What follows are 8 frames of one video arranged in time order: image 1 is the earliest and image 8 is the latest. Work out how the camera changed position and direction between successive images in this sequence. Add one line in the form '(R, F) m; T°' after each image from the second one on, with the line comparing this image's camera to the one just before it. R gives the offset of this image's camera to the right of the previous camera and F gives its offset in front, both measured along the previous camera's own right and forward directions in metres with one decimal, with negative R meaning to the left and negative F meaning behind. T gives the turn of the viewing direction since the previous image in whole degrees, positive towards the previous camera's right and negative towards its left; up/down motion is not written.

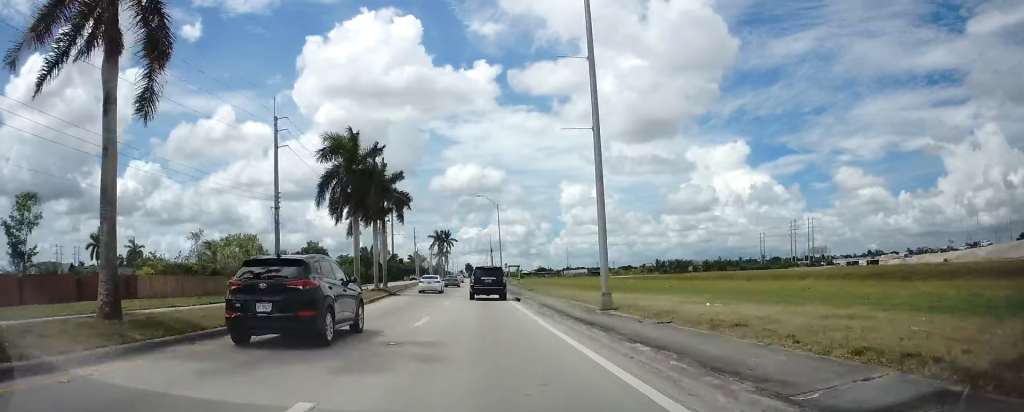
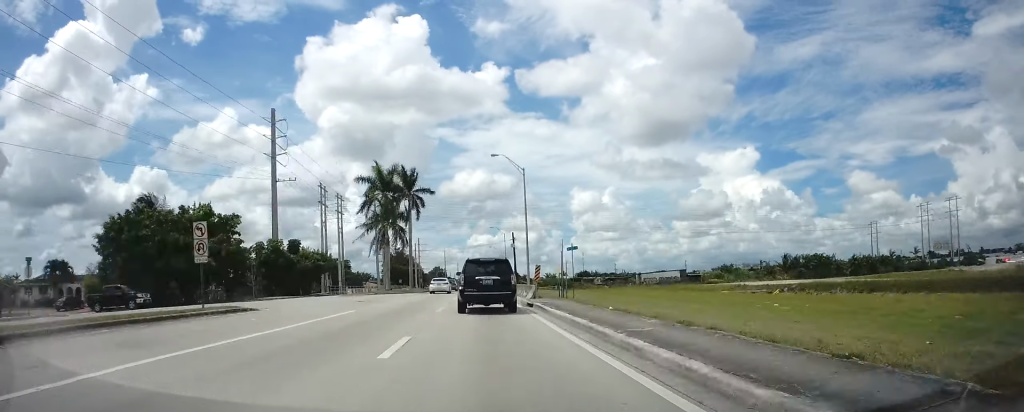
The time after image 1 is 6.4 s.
(-1.3, +109.0) m; -1°
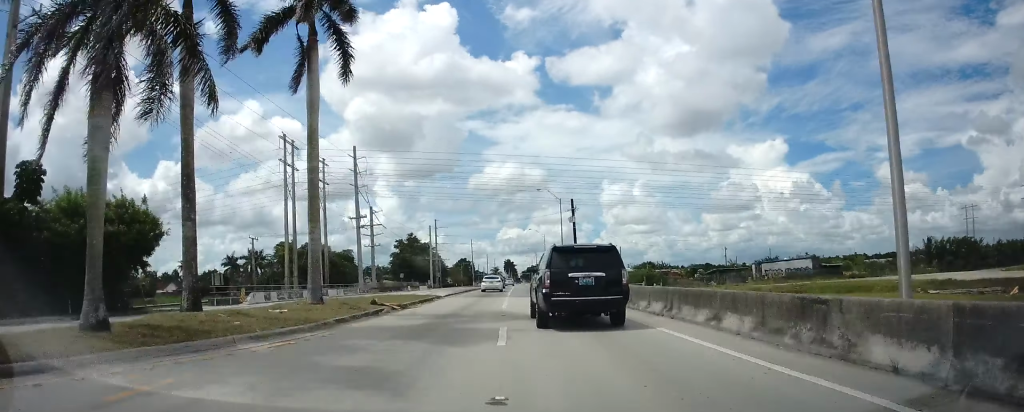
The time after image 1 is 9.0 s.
(-0.1, +50.5) m; 0°
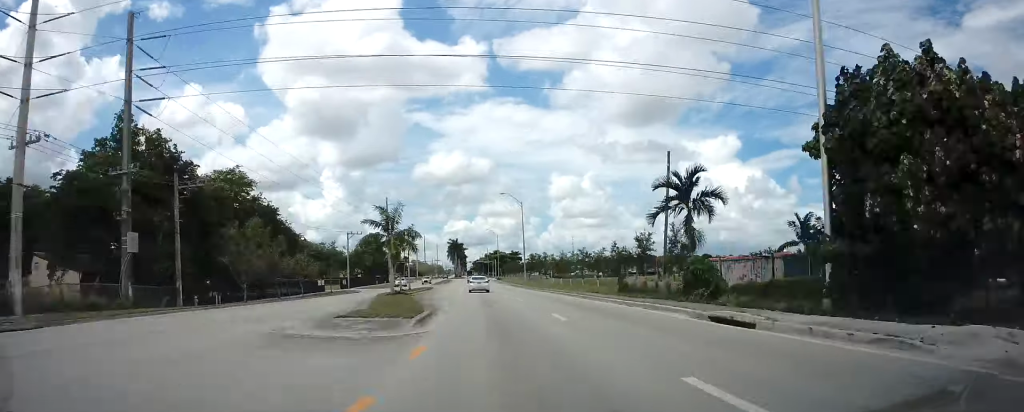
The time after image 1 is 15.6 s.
(+1.1, +129.1) m; +1°
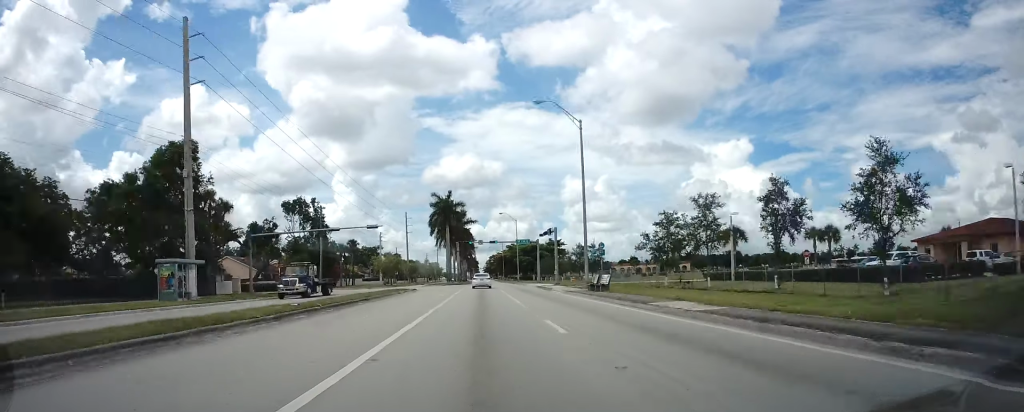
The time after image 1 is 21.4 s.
(+0.8, +115.8) m; 0°
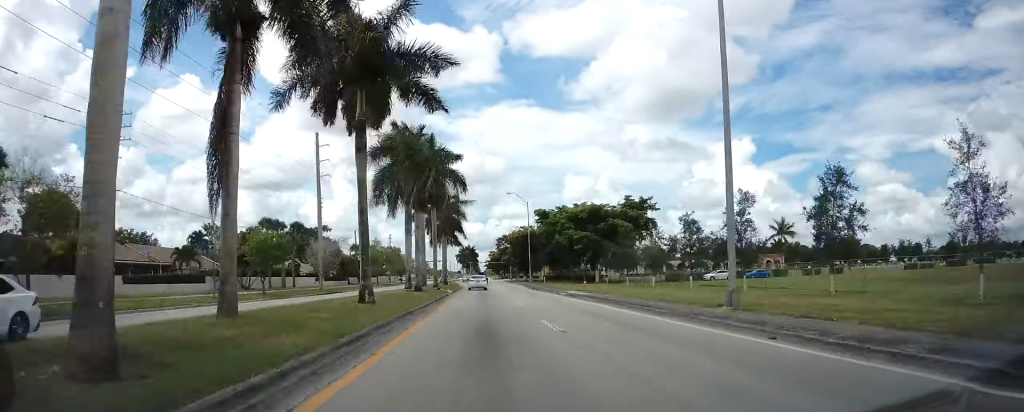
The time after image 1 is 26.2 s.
(-0.1, +98.2) m; 0°
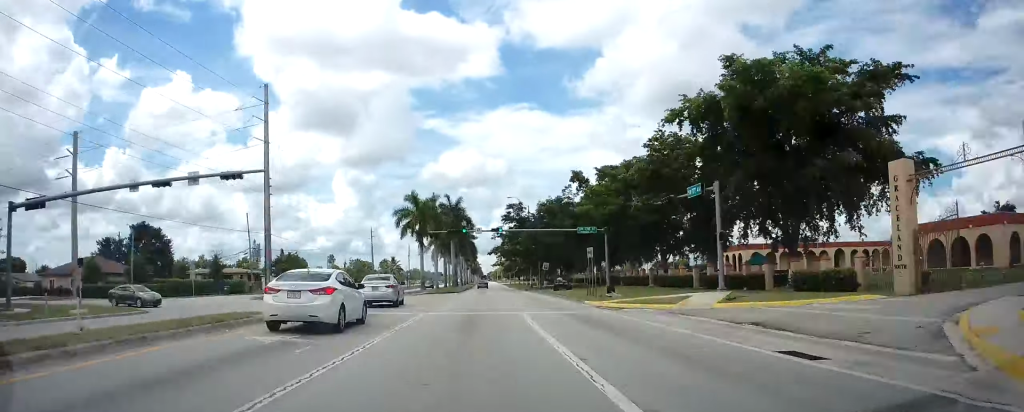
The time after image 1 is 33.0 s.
(-0.2, +140.8) m; 0°
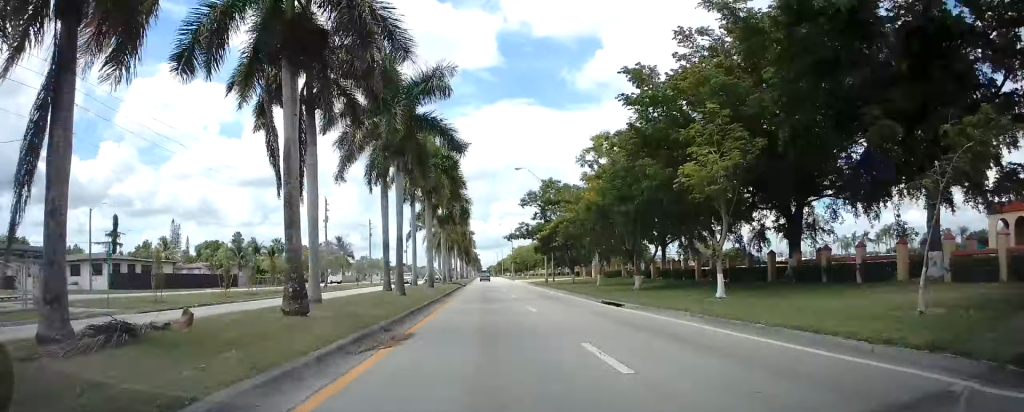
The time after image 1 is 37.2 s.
(-0.2, +86.2) m; 0°
